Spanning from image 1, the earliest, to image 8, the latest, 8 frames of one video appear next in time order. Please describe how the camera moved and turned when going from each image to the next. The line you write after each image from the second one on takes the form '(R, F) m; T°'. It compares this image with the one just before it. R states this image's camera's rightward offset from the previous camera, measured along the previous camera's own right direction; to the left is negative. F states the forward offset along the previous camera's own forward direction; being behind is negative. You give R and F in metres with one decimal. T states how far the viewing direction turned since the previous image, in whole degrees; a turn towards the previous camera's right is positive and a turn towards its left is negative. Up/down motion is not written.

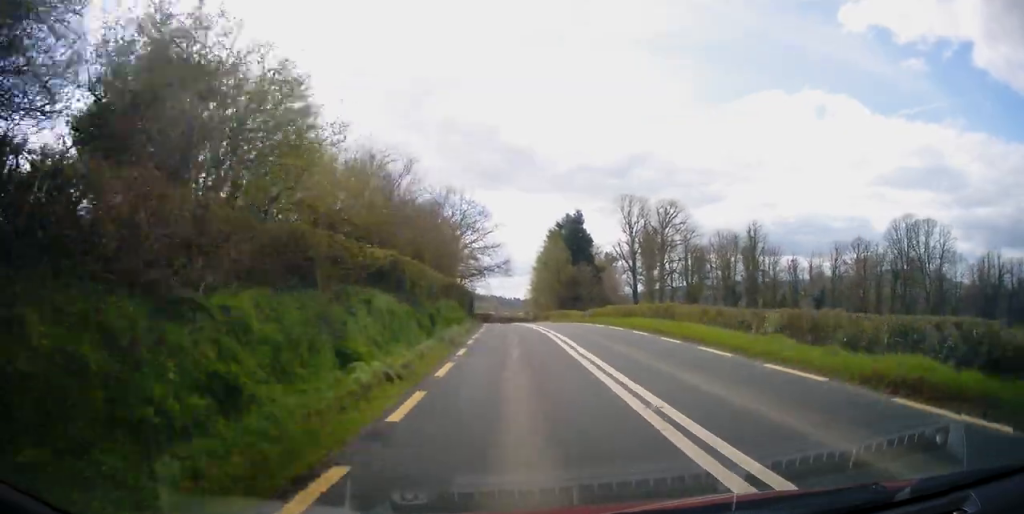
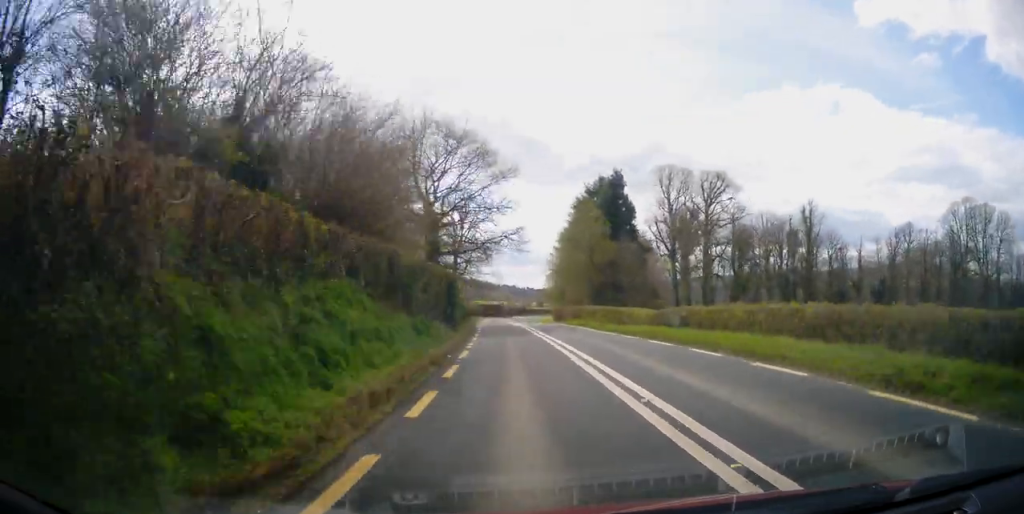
(-2.7, +22.8) m; +5°
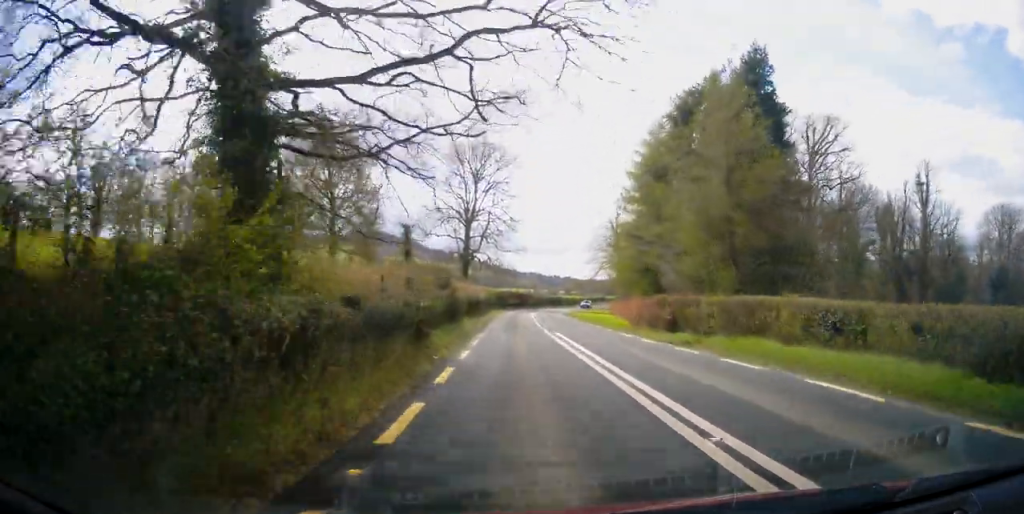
(+4.7, +33.2) m; +2°
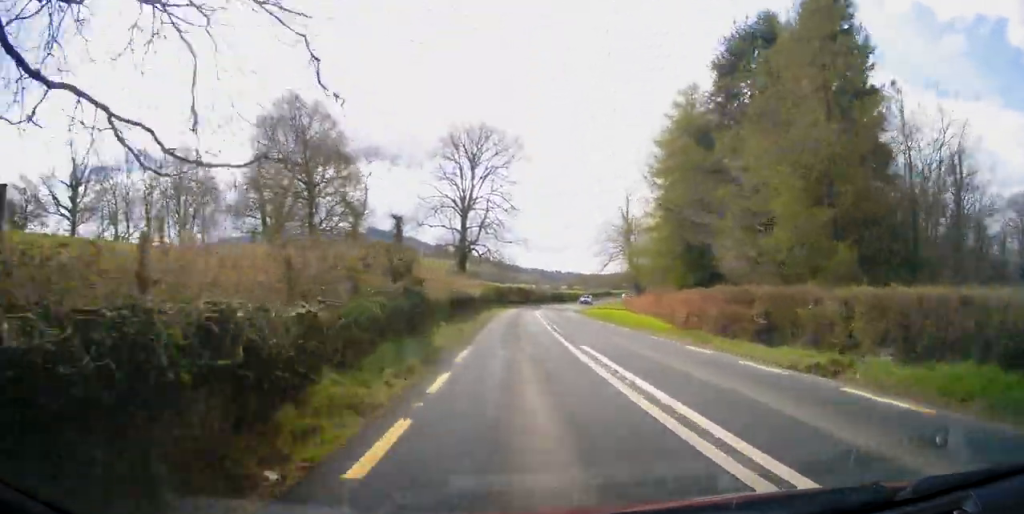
(-0.5, +9.0) m; -4°
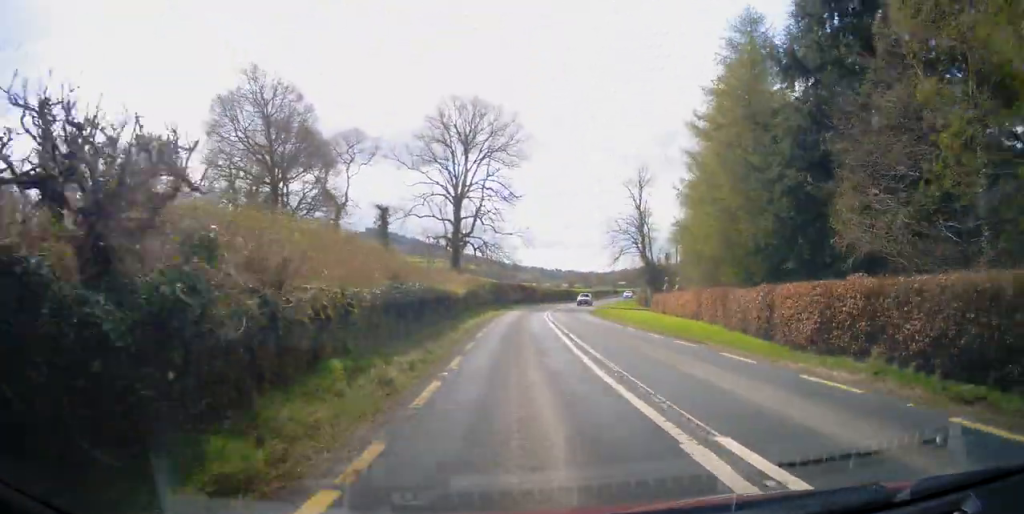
(-0.1, +10.4) m; 0°
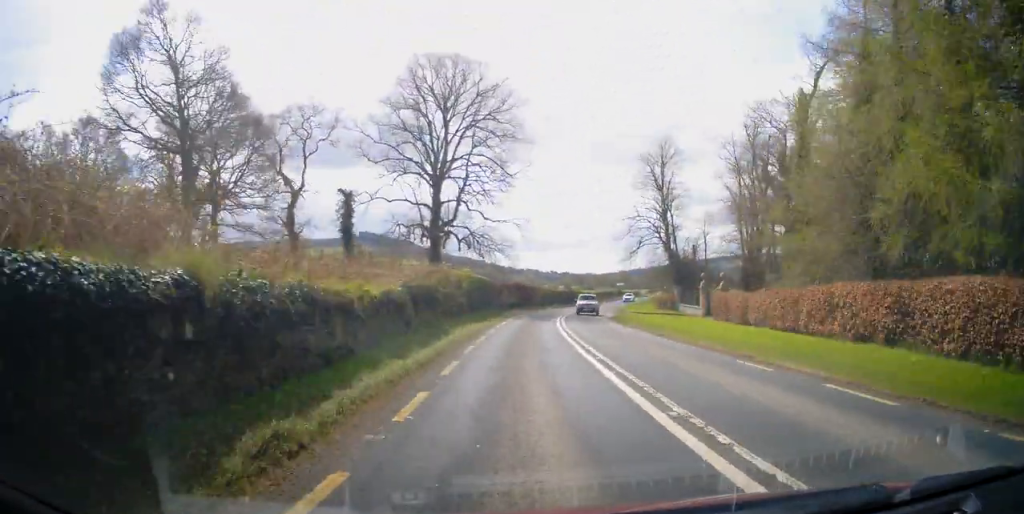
(-0.1, +16.6) m; 0°
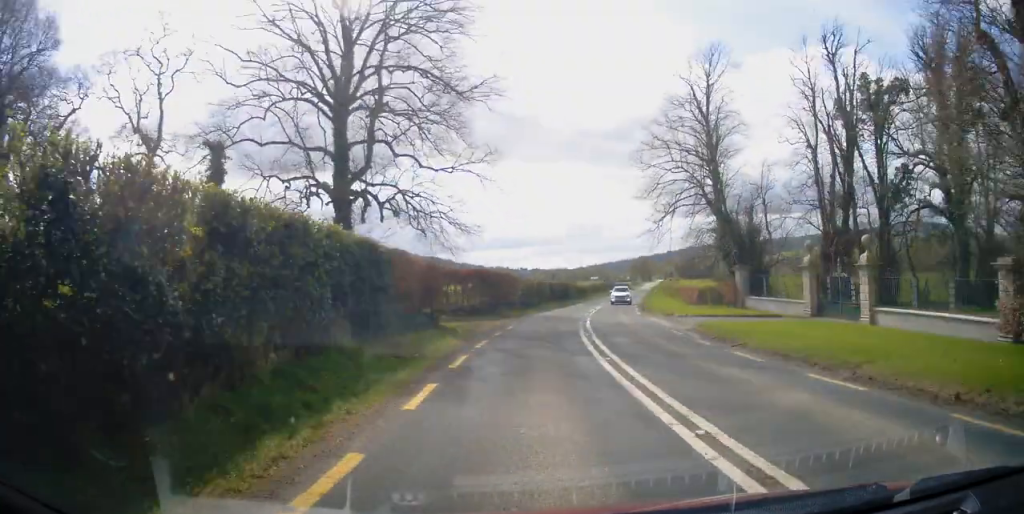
(+0.3, +27.0) m; +2°
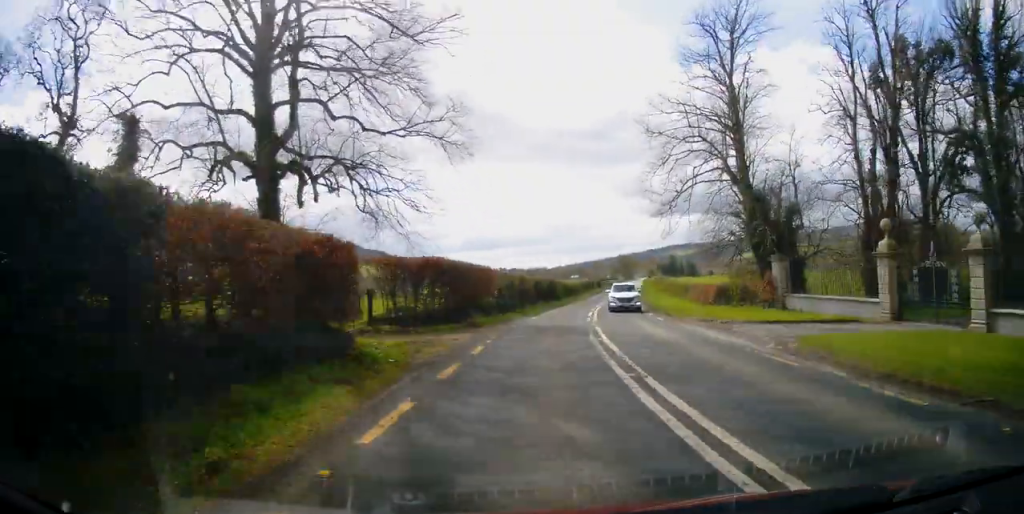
(0.0, +9.6) m; +1°
